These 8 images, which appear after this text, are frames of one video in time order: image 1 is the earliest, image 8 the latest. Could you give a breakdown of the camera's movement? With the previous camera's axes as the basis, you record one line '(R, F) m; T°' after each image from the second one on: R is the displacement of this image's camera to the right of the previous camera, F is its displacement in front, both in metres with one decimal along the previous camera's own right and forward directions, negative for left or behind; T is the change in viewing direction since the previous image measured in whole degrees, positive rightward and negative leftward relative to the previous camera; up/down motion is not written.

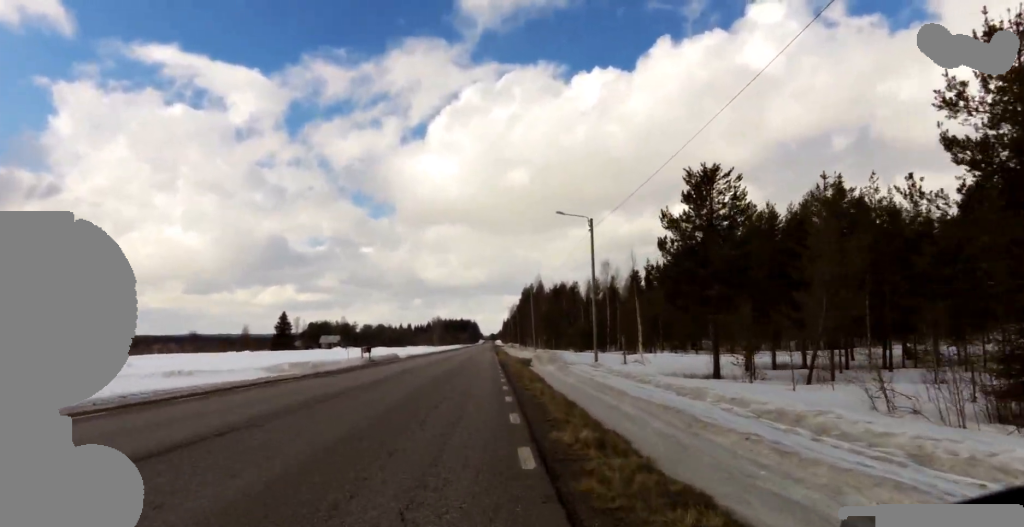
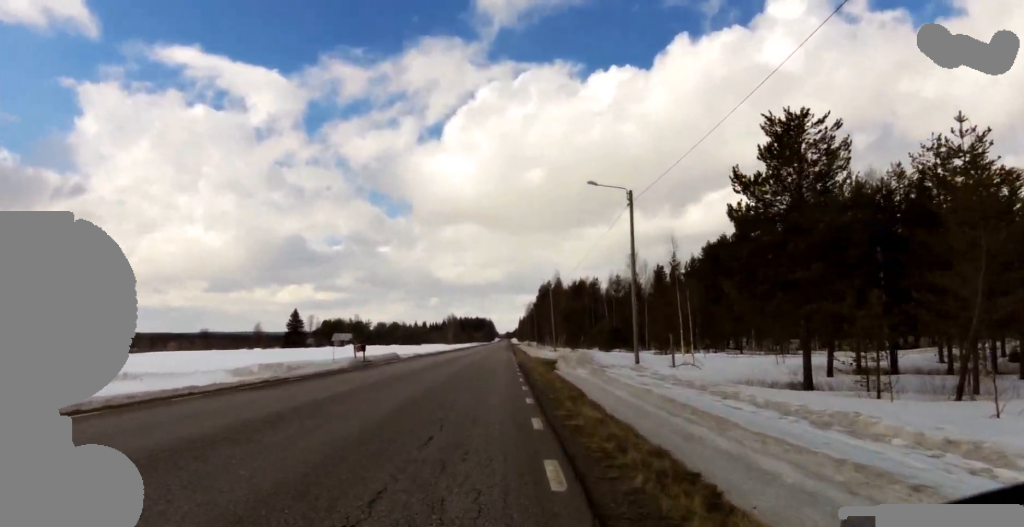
(+0.1, +6.8) m; 0°
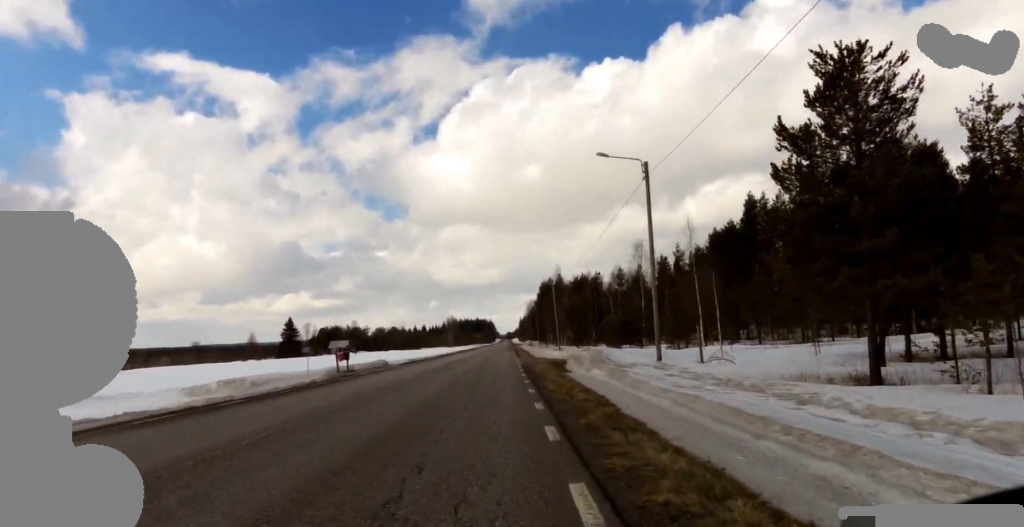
(-0.1, +4.0) m; -1°
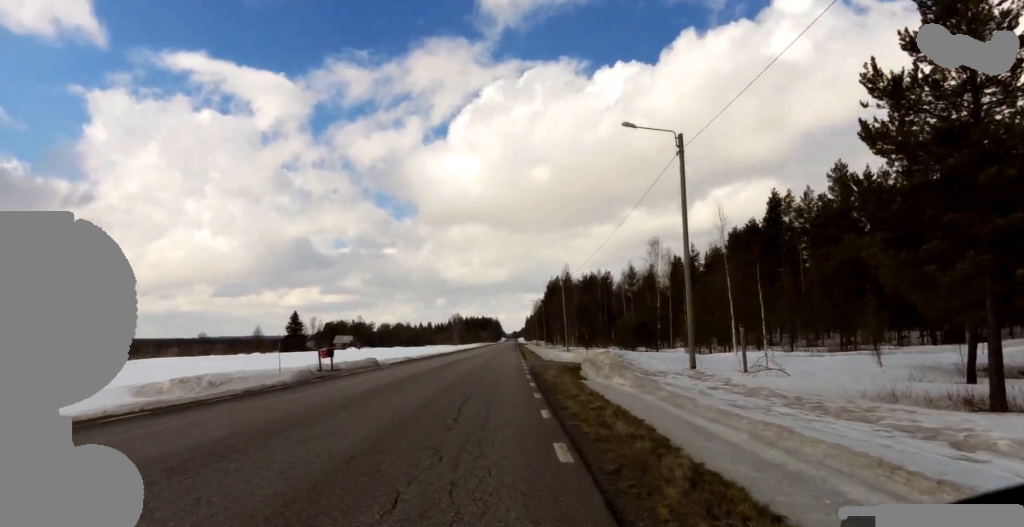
(0.0, +4.0) m; -1°
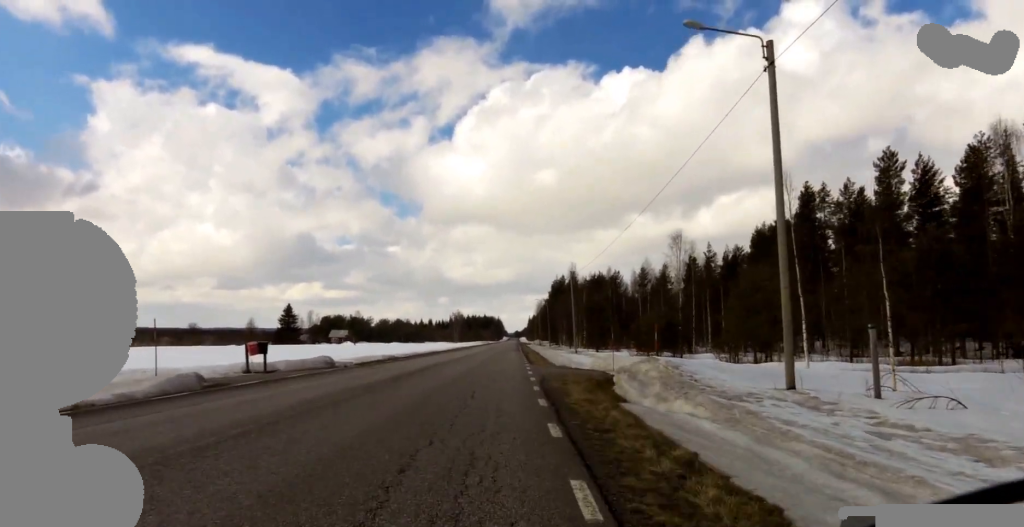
(0.0, +7.9) m; 0°
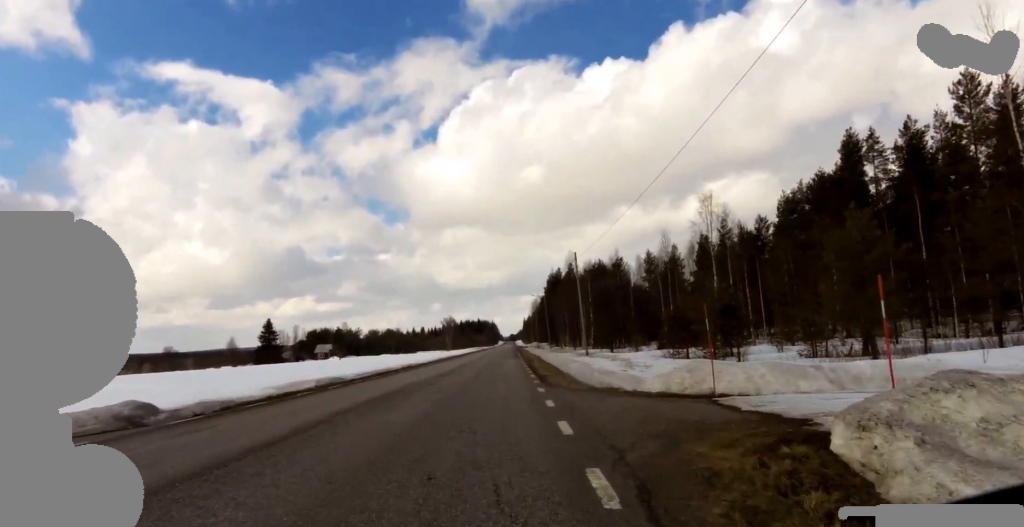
(0.0, +12.1) m; 0°
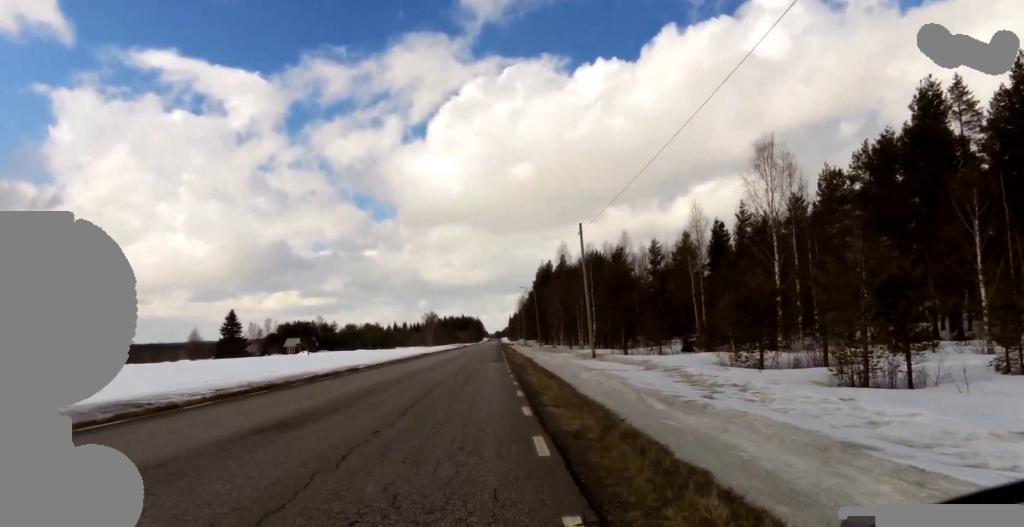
(0.0, +13.8) m; +1°
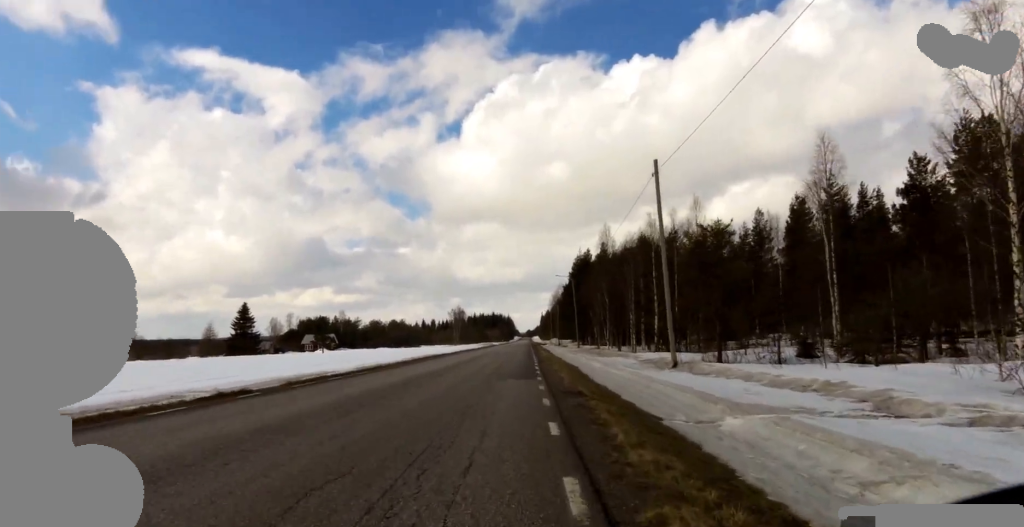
(+0.2, +13.8) m; 0°
